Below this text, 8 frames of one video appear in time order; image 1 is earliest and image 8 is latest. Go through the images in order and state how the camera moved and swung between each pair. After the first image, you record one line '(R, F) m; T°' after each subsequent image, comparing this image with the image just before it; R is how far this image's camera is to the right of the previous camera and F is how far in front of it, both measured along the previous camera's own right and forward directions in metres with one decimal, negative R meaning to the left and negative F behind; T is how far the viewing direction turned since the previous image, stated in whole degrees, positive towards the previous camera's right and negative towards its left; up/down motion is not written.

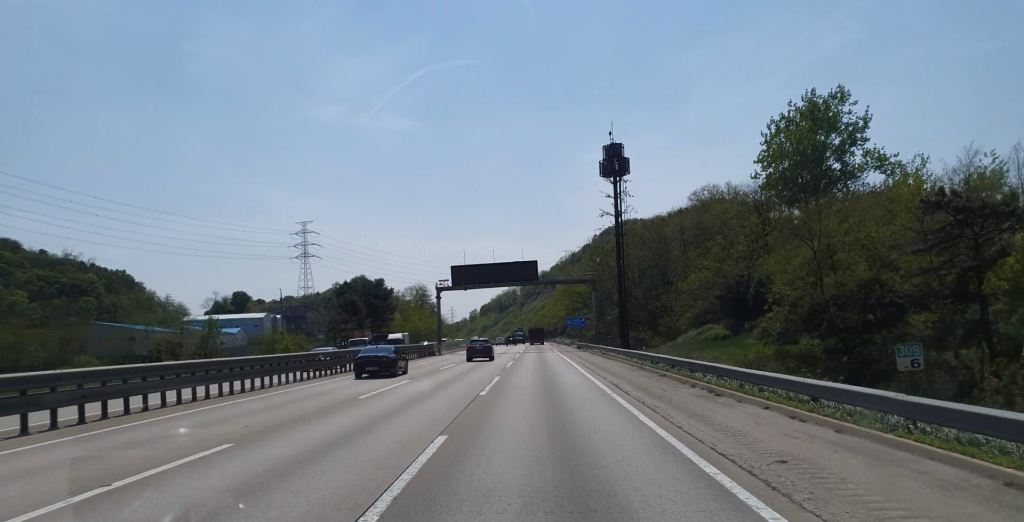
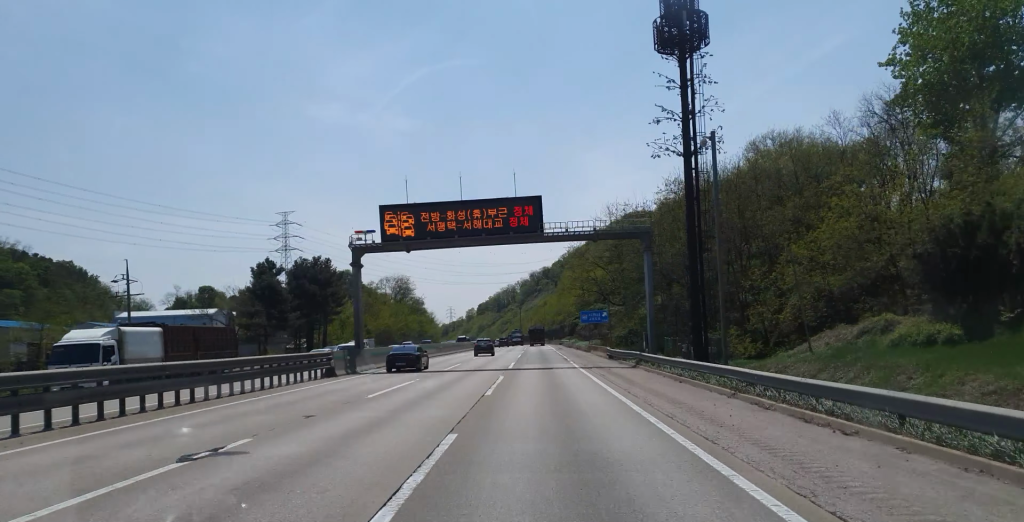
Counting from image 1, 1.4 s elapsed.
(-0.1, +39.3) m; 0°
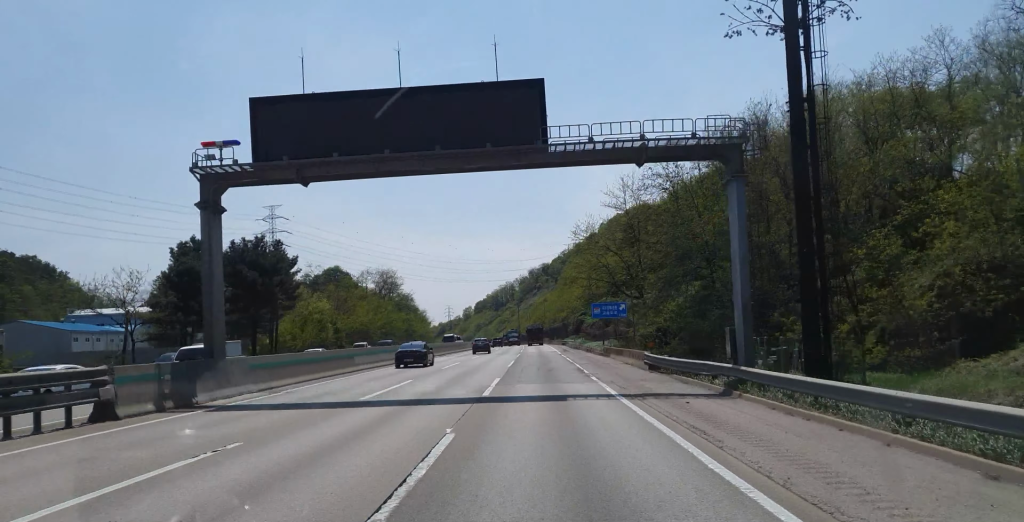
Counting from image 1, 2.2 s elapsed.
(0.0, +20.3) m; 0°
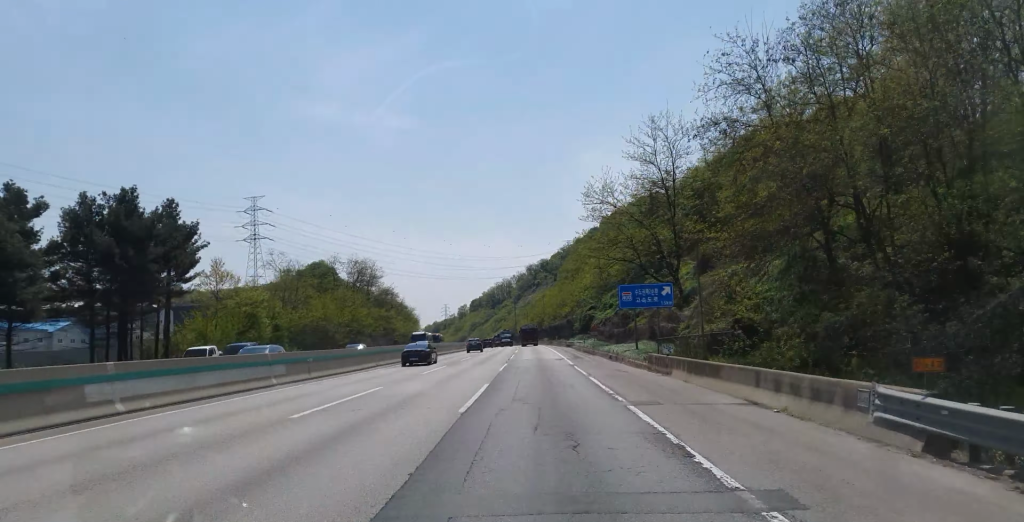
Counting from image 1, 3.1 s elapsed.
(0.0, +25.9) m; 0°
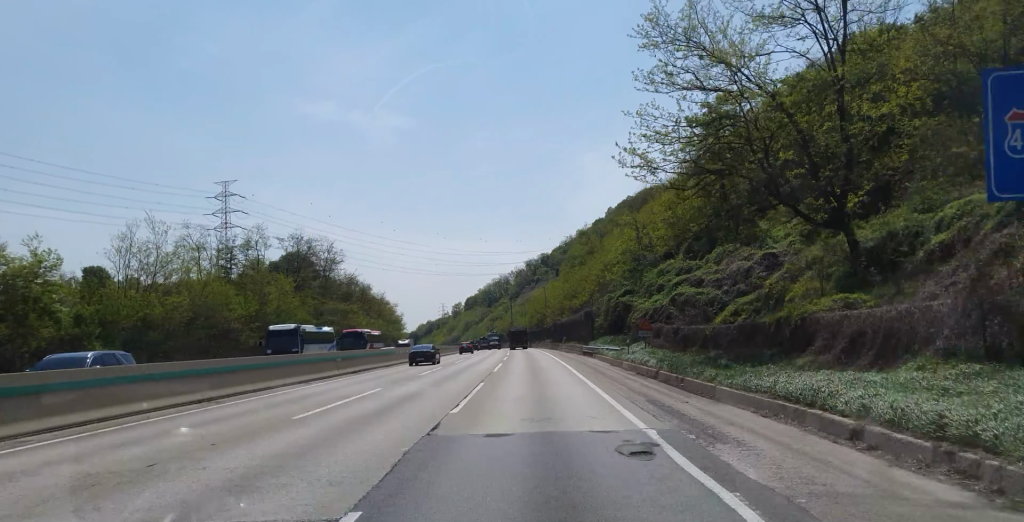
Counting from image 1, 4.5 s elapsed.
(-0.1, +39.2) m; 0°
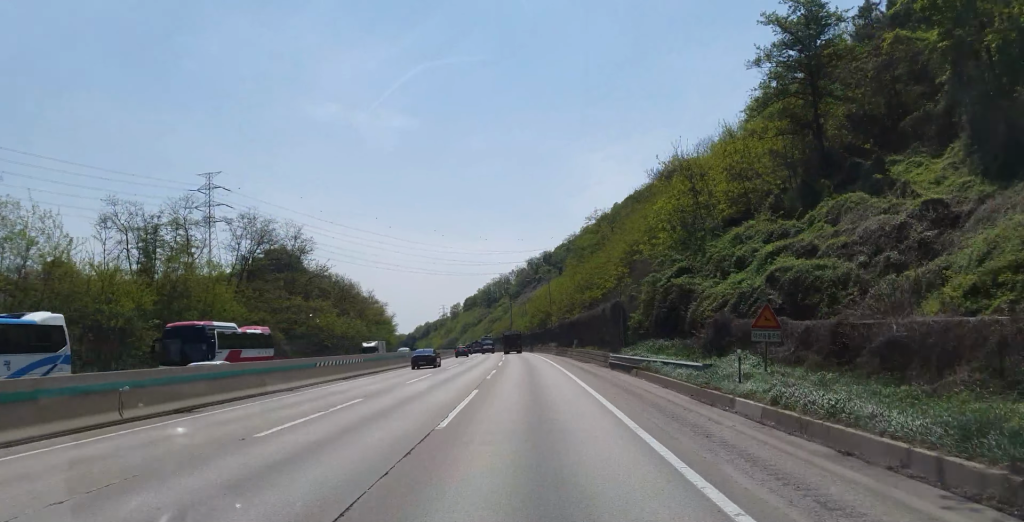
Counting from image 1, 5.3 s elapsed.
(-0.1, +22.5) m; 0°
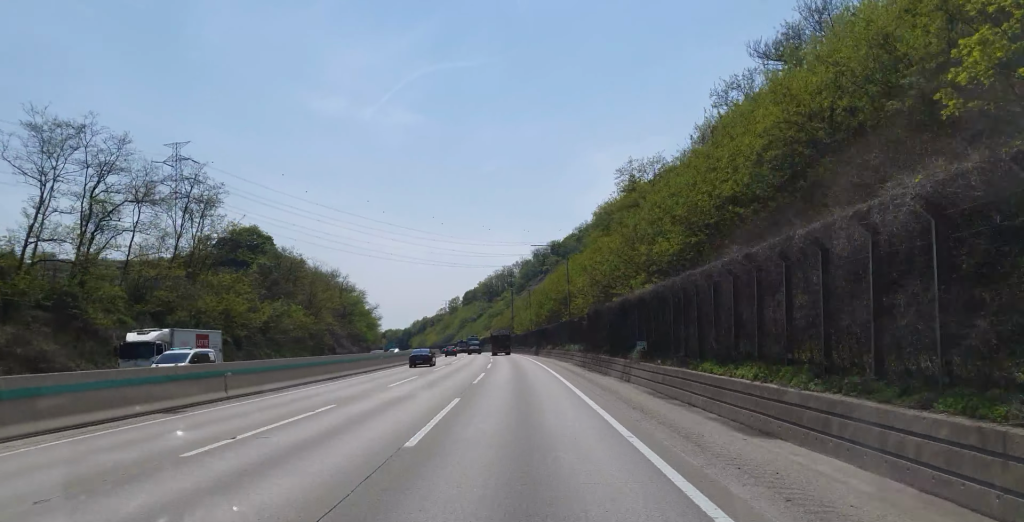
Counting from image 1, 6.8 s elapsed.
(-0.3, +42.2) m; 0°
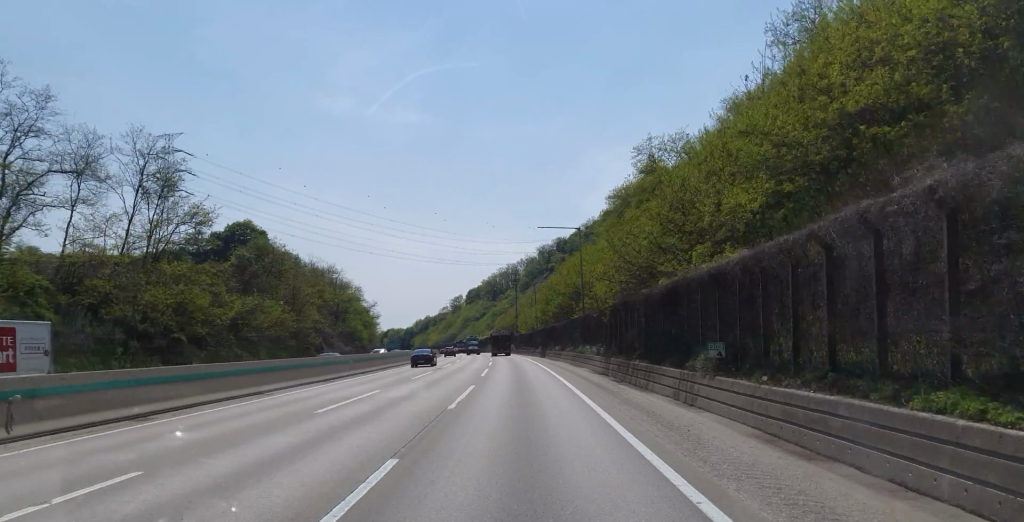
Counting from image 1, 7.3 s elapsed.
(-0.2, +13.0) m; 0°
